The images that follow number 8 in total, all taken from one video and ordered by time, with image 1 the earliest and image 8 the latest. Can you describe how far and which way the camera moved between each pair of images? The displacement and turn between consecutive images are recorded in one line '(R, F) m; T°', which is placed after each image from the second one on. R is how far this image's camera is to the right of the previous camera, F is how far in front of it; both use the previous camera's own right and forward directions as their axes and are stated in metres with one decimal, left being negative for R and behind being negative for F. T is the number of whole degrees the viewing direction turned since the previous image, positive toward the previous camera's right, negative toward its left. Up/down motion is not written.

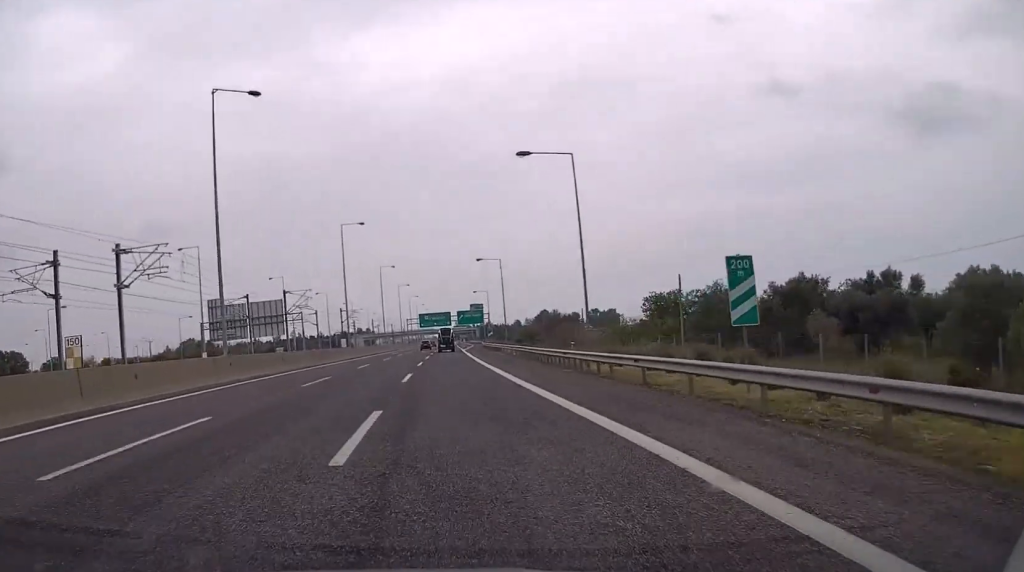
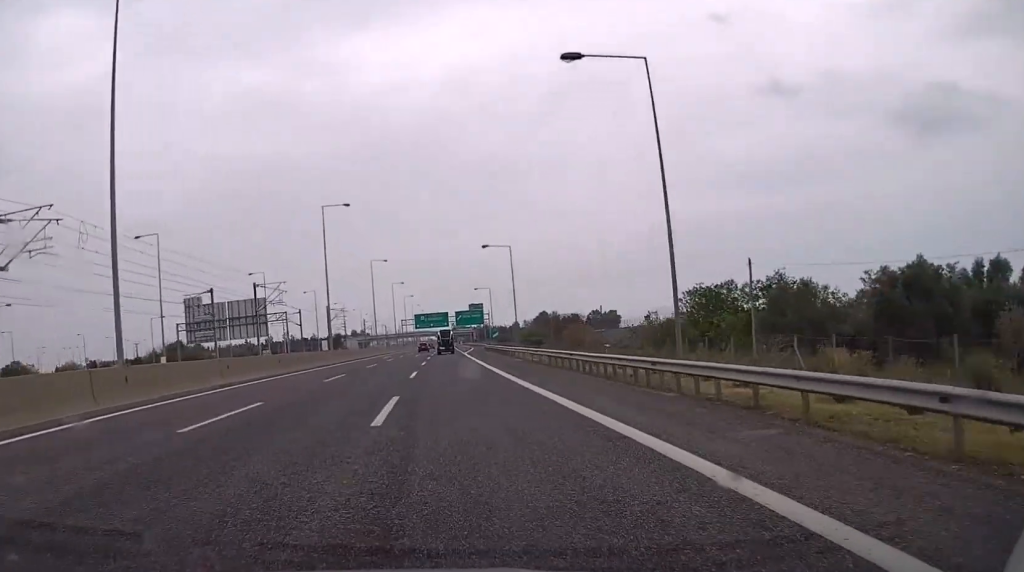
(+0.1, +13.4) m; 0°
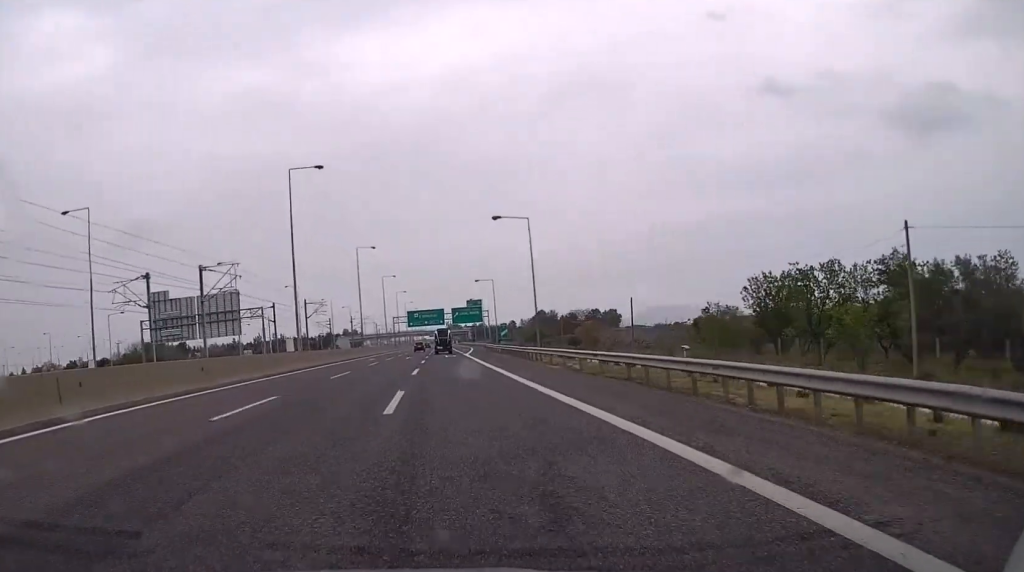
(+0.1, +16.3) m; 0°
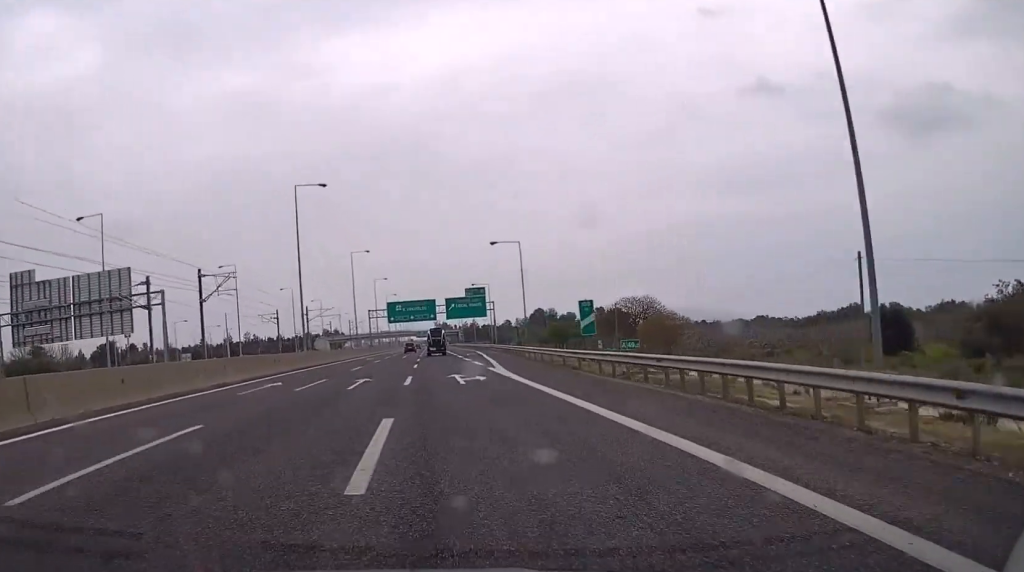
(+0.2, +43.7) m; +1°
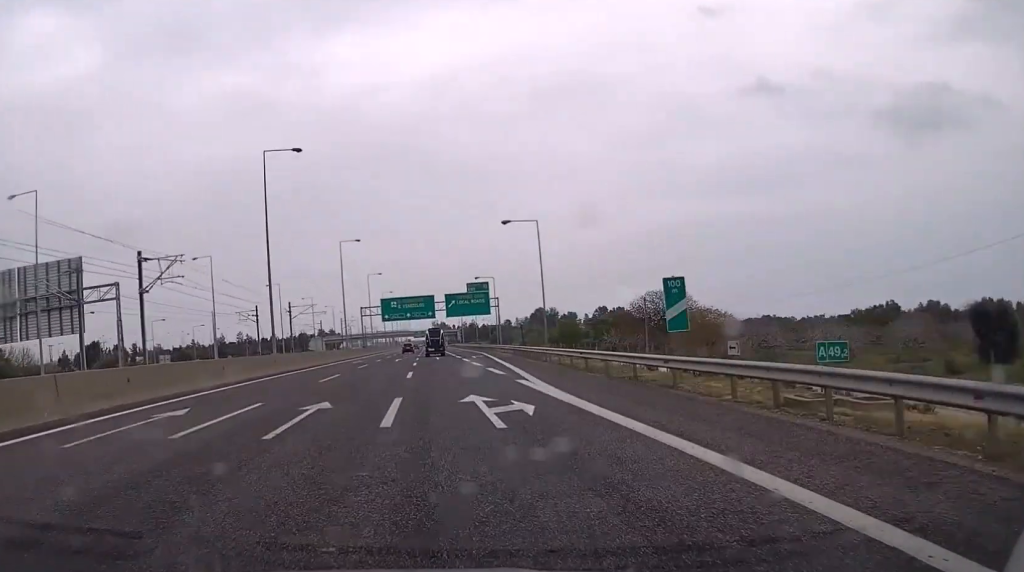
(0.0, +12.3) m; +1°
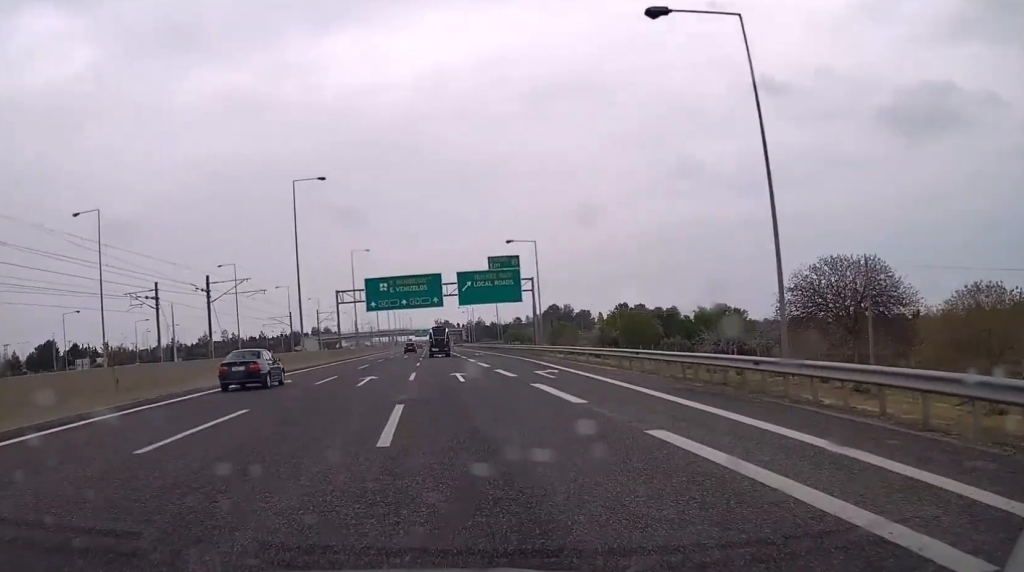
(+0.3, +37.8) m; 0°
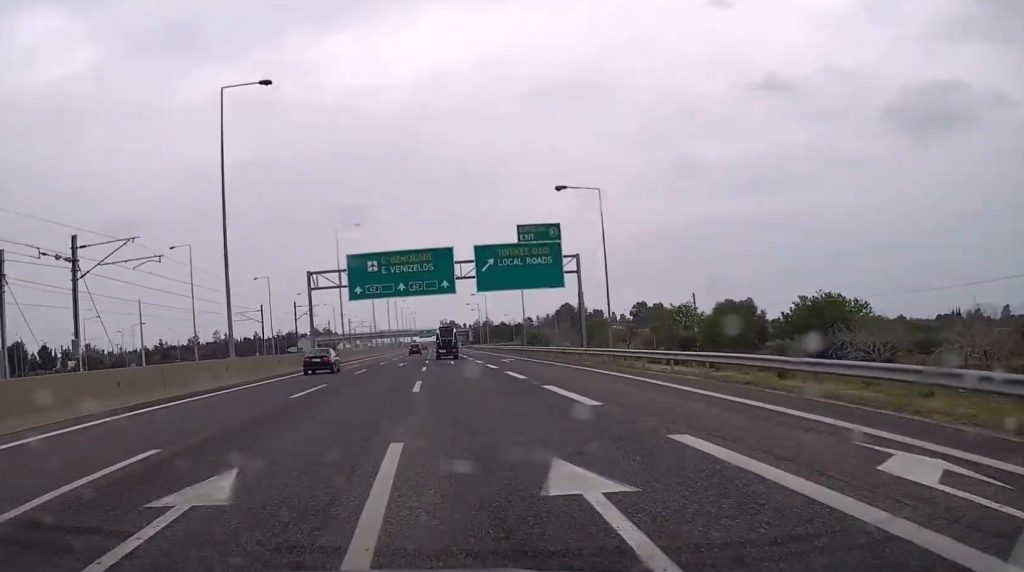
(-0.1, +23.6) m; -1°
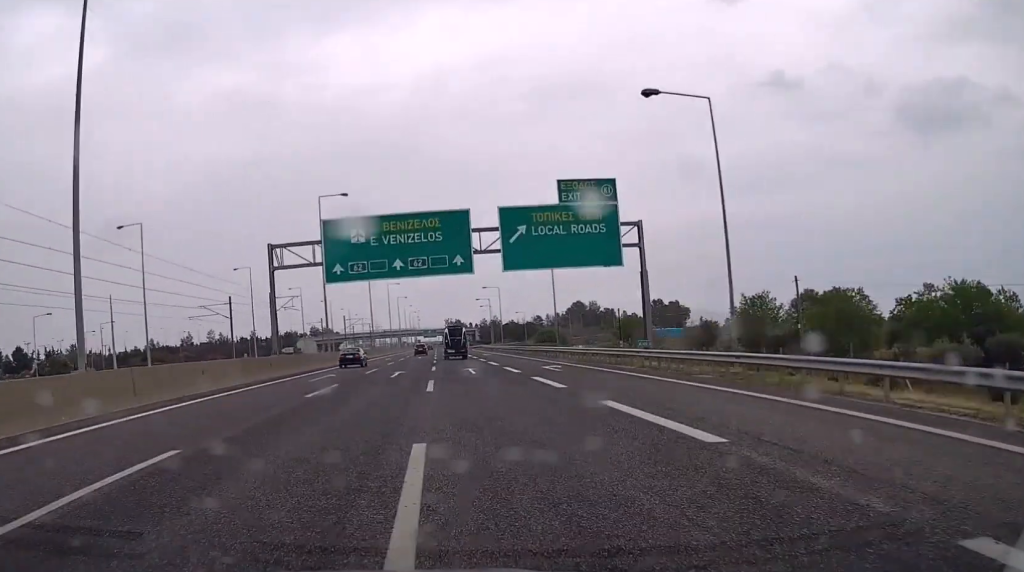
(-0.1, +17.9) m; 0°
